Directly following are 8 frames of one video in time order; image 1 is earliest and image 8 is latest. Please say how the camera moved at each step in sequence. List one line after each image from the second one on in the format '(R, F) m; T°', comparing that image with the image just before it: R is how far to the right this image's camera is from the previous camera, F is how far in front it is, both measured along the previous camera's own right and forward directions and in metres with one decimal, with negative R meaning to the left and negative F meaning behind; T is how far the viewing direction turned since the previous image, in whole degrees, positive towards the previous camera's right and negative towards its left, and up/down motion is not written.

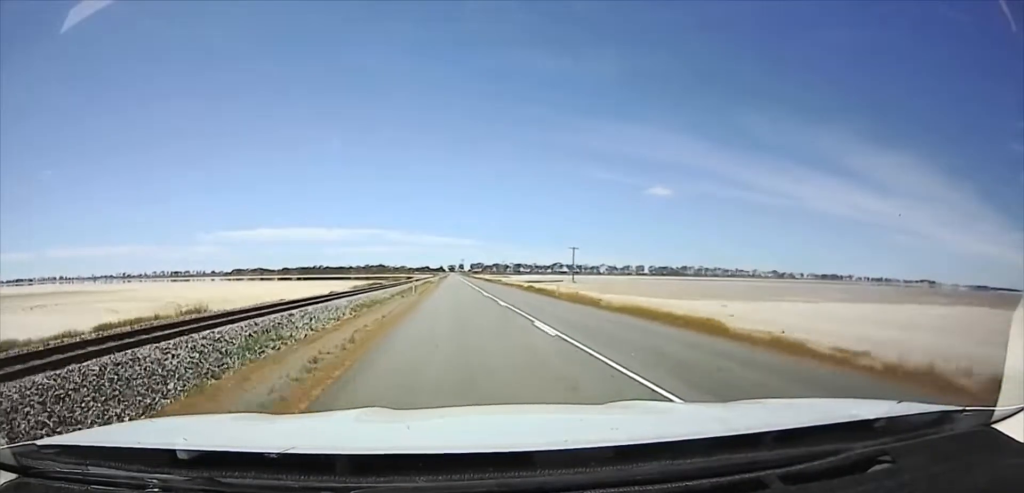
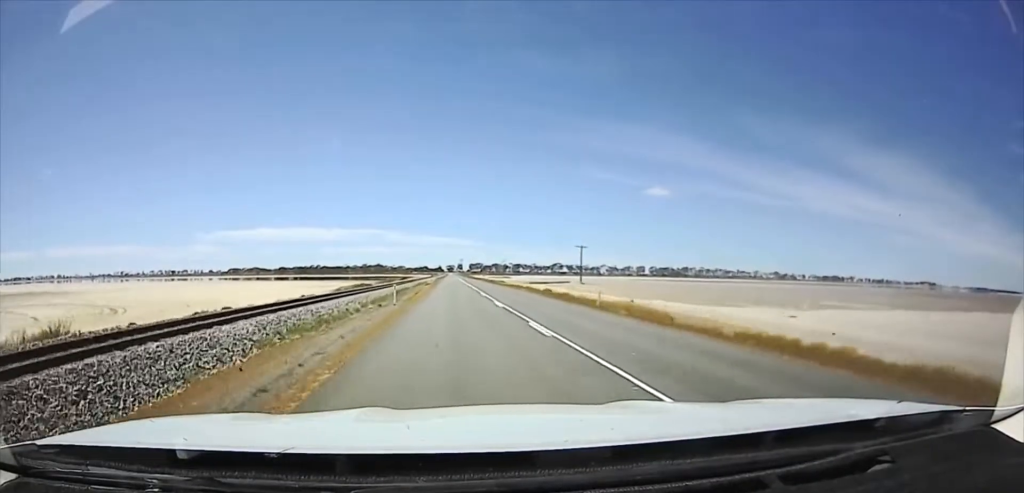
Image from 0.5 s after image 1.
(-0.2, +10.9) m; -2°
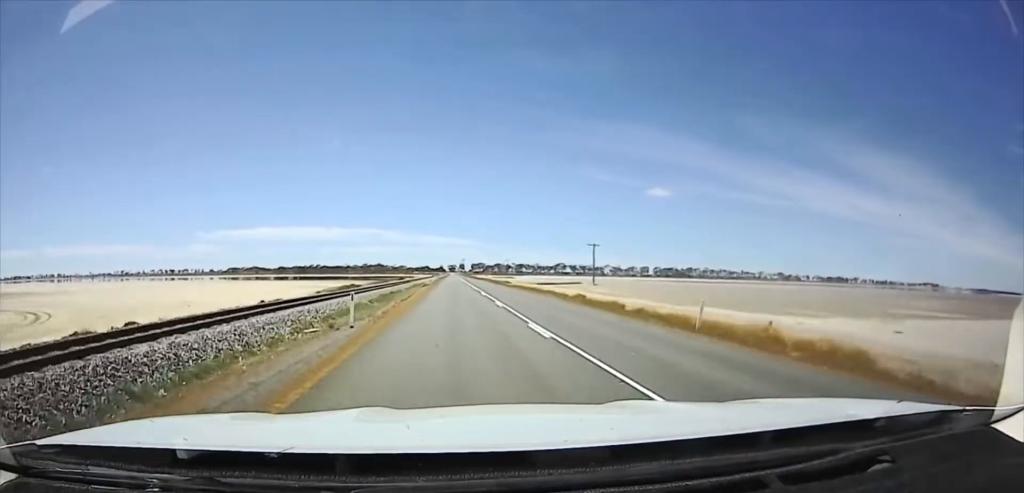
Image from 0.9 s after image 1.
(-0.1, +9.3) m; 0°
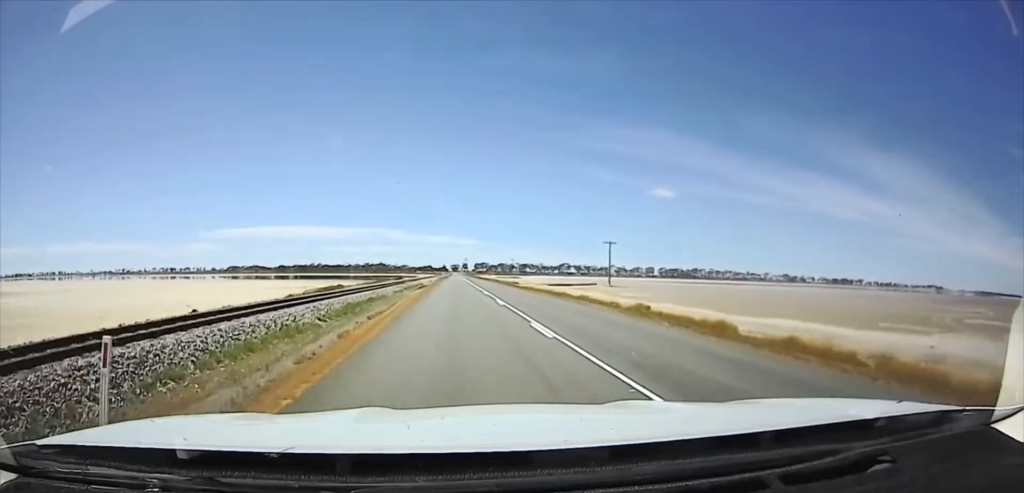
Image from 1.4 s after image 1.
(-0.1, +10.0) m; 0°
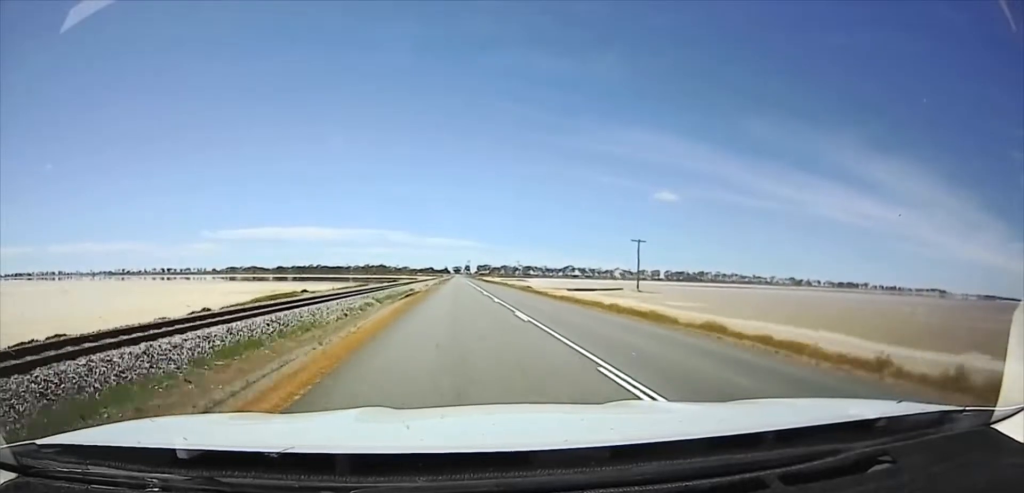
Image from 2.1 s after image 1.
(0.0, +16.7) m; +1°
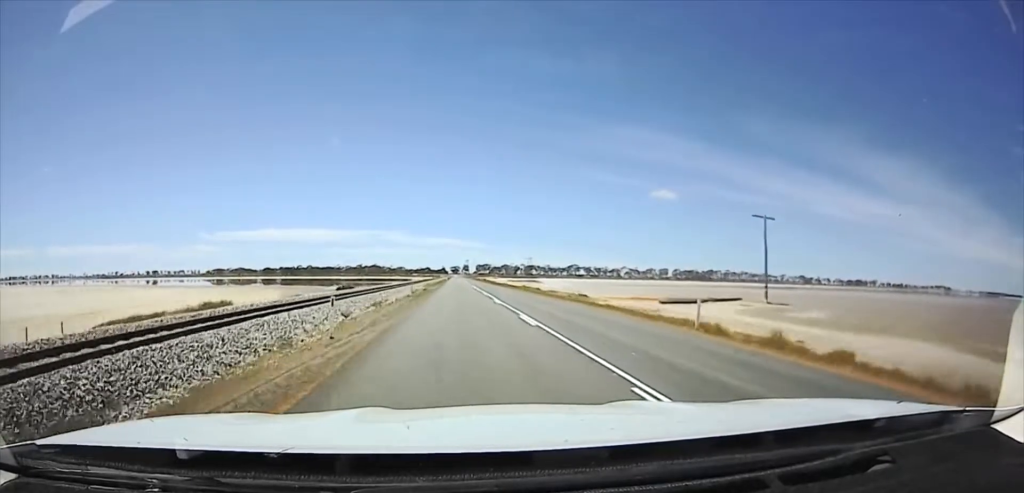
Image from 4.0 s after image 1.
(+1.5, +39.6) m; +4°
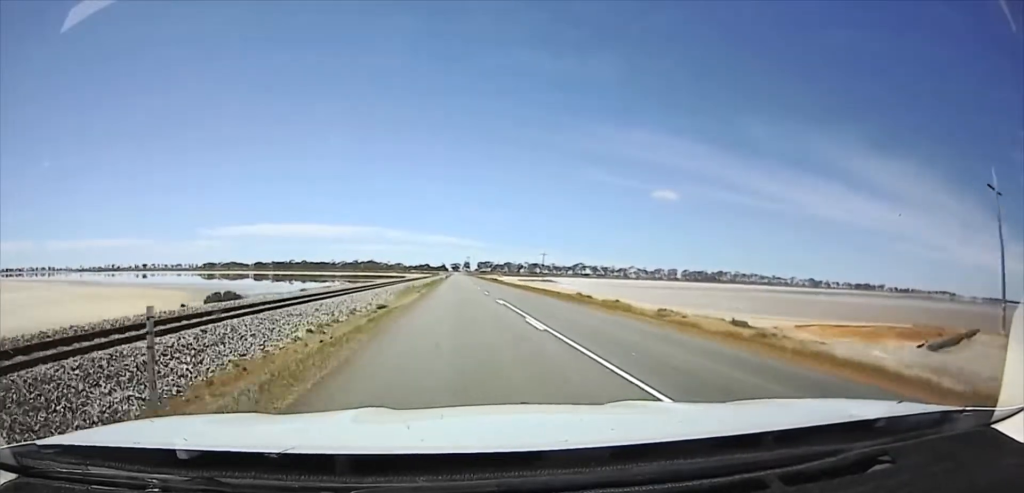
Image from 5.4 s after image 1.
(-0.3, +30.9) m; -2°
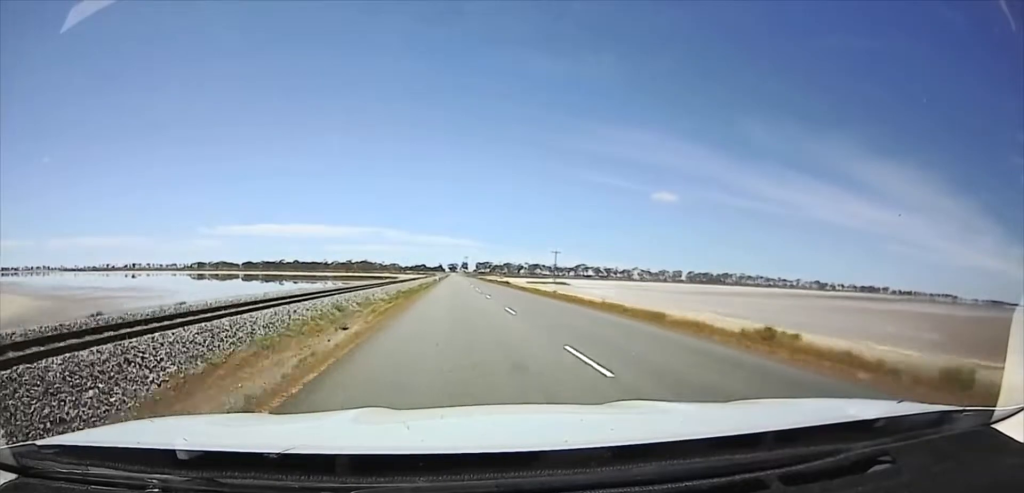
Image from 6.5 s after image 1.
(-0.2, +29.3) m; 0°
